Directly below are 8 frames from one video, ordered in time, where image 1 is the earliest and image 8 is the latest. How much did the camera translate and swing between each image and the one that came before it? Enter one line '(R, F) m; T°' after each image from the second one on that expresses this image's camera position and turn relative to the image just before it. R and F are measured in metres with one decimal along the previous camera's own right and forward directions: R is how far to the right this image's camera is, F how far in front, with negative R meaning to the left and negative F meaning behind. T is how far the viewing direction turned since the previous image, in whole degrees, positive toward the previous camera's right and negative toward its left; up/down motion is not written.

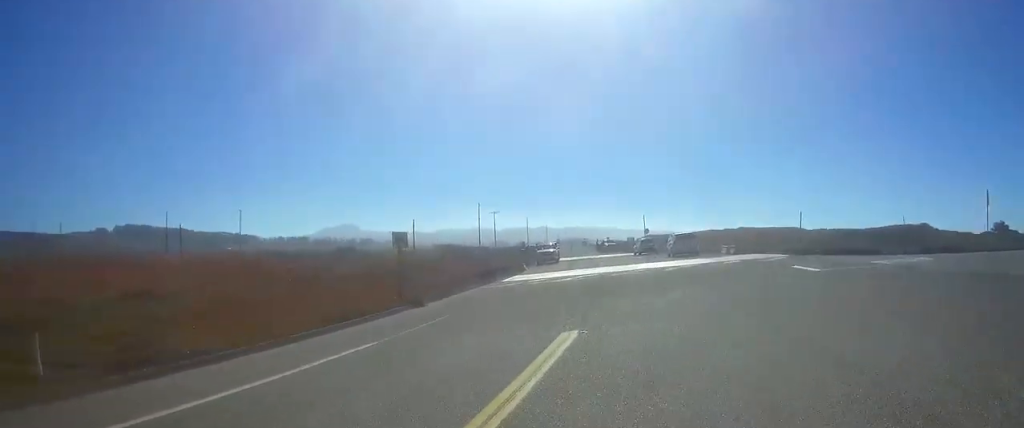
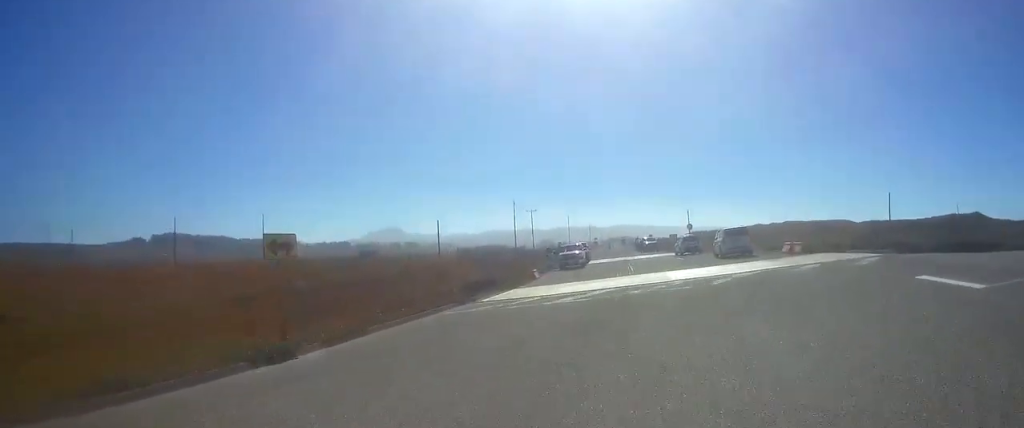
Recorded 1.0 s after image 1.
(-0.3, +10.6) m; -2°
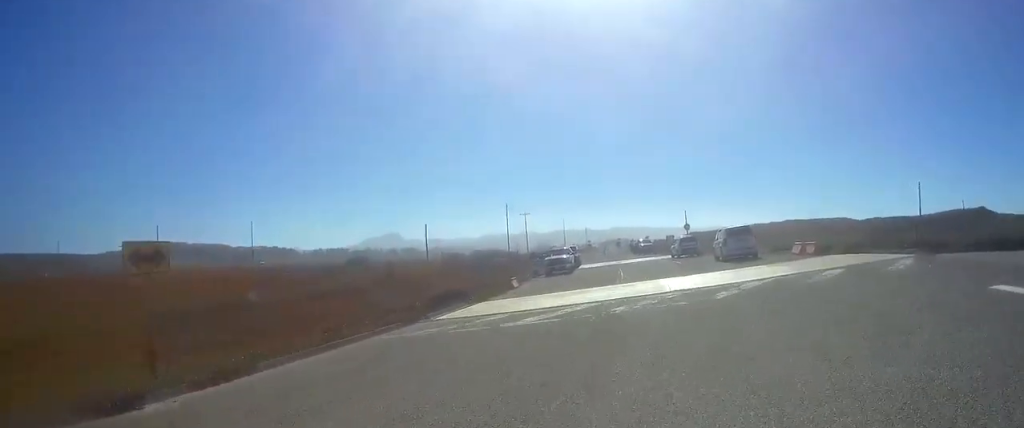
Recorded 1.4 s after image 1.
(0.0, +4.3) m; 0°
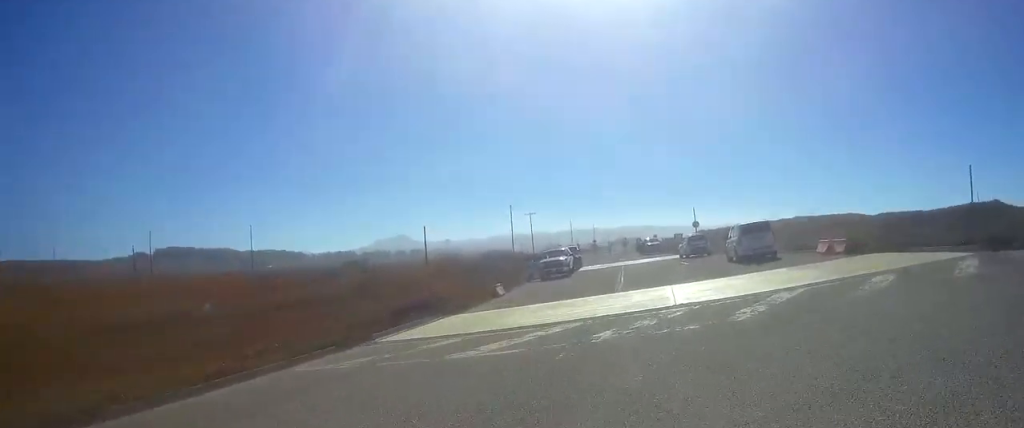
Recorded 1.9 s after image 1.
(0.0, +4.6) m; 0°
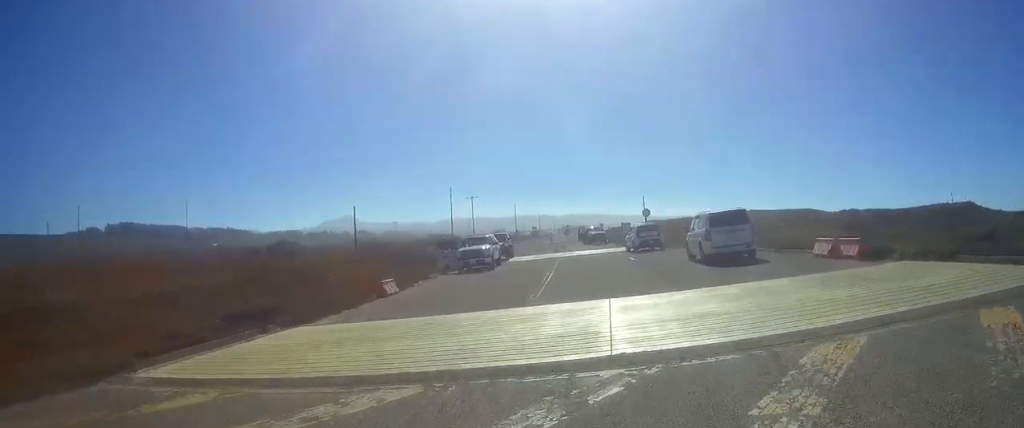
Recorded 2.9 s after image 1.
(0.0, +7.1) m; 0°
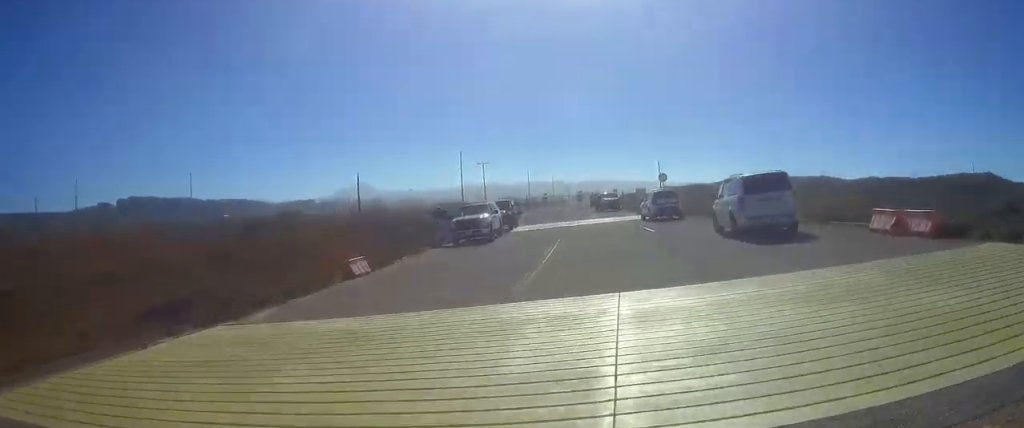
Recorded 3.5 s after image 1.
(0.0, +3.8) m; -1°
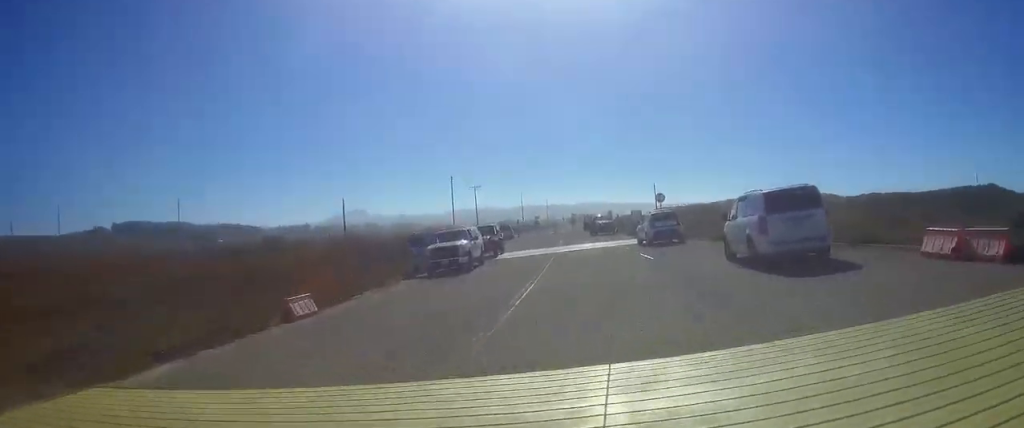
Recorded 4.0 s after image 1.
(0.0, +3.4) m; -1°
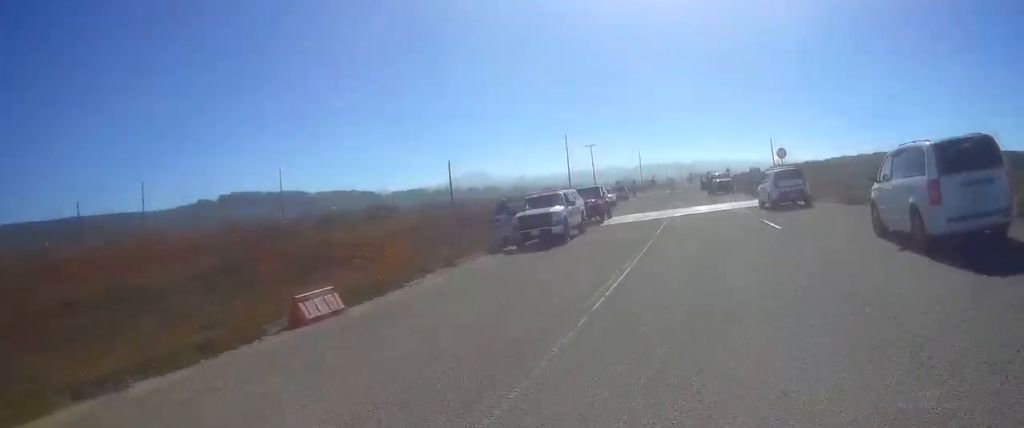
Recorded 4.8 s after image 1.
(0.0, +4.2) m; 0°
